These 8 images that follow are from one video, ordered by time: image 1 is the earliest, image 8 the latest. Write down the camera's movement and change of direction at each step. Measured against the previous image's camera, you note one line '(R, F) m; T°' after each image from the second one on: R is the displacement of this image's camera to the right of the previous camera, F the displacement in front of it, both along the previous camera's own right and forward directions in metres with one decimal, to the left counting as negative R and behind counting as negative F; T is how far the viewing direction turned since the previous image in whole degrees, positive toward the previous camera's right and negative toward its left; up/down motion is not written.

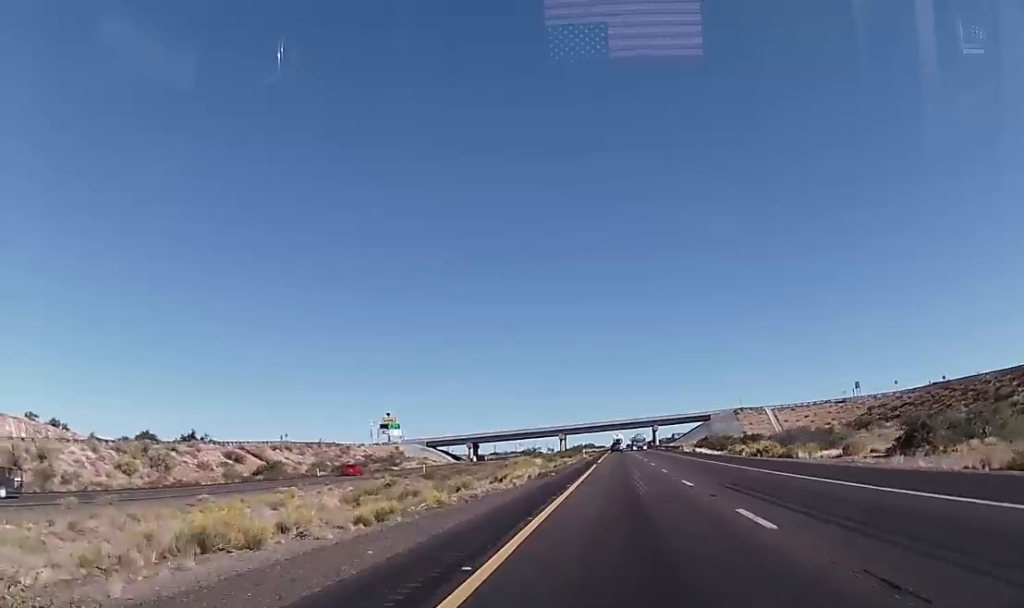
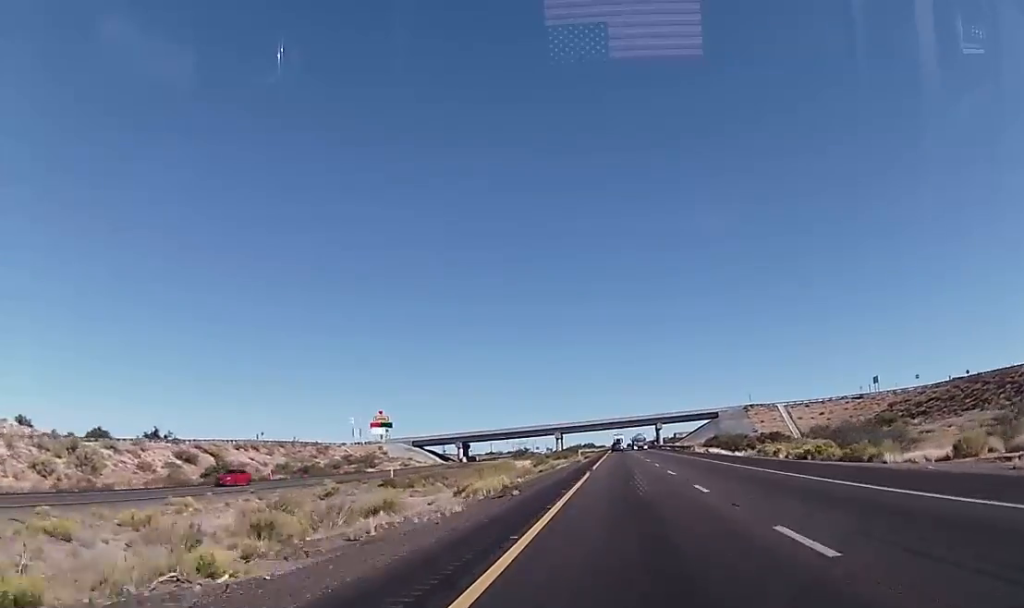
(0.0, +15.3) m; 0°
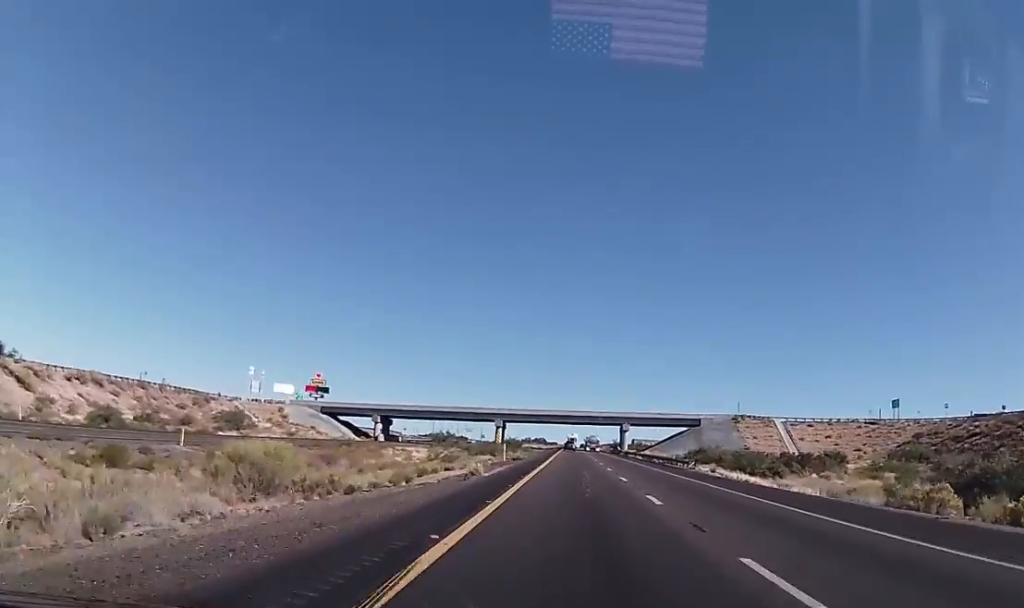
(+0.2, +38.1) m; 0°
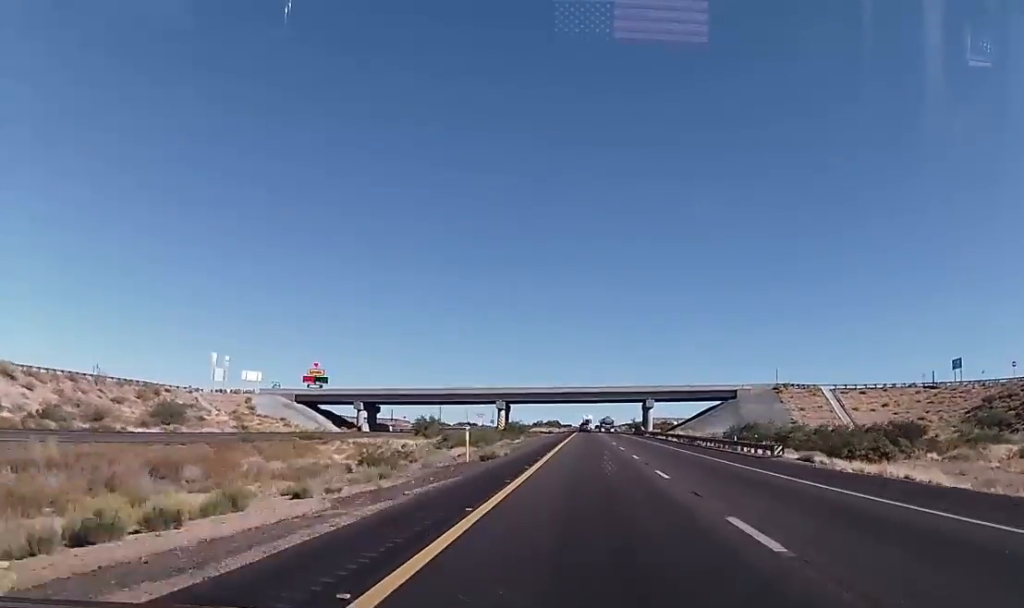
(0.0, +22.7) m; 0°
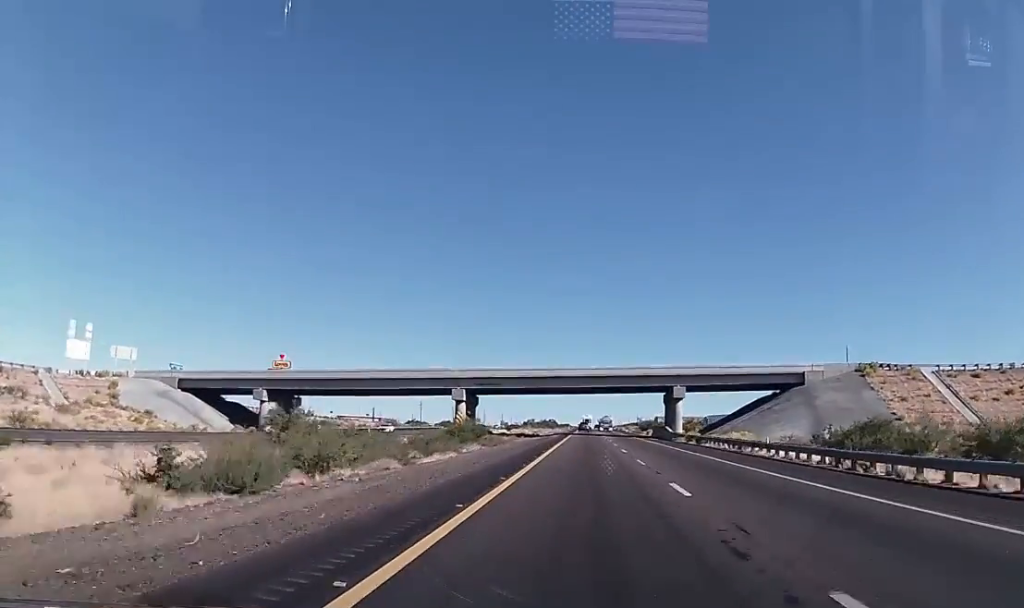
(0.0, +42.9) m; 0°
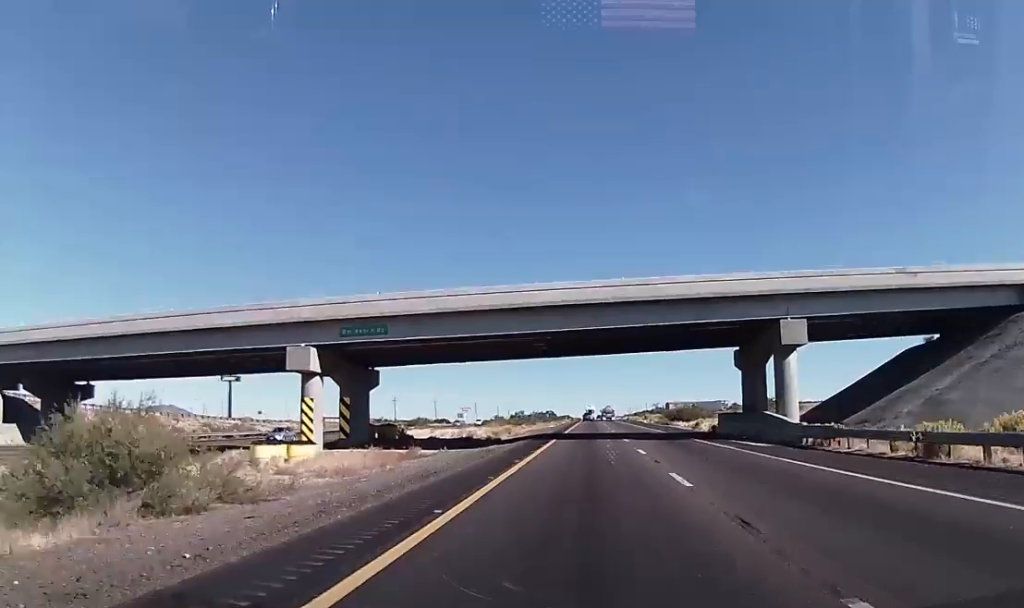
(+0.1, +49.5) m; -1°
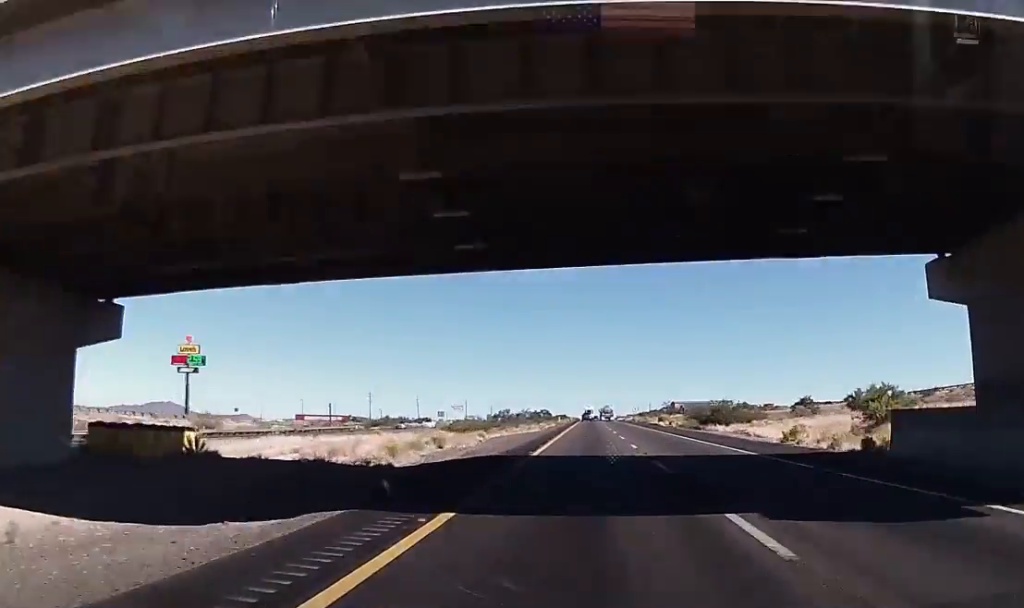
(-0.6, +31.2) m; 0°
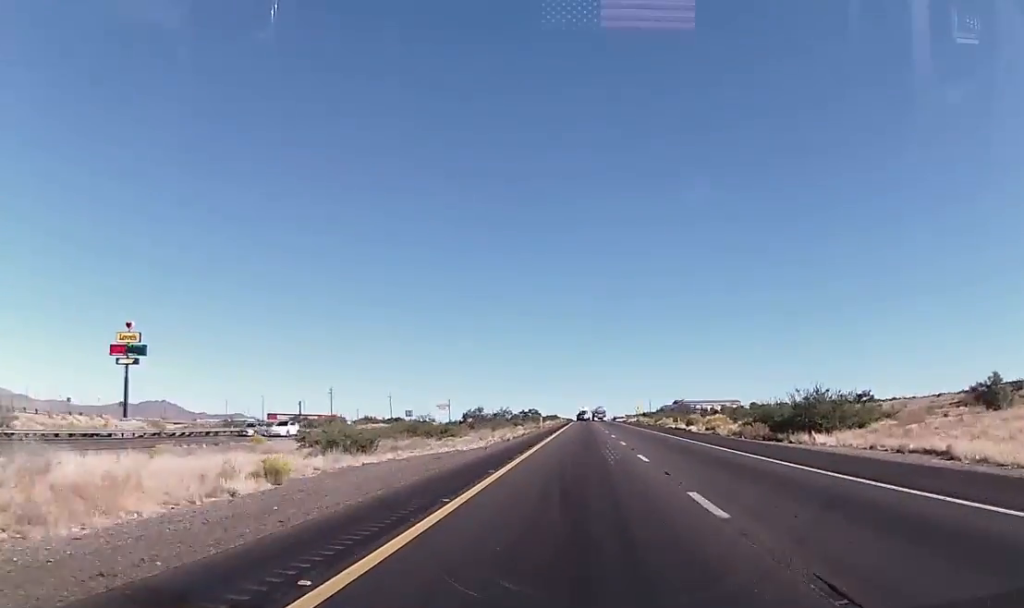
(+0.5, +32.4) m; +1°
